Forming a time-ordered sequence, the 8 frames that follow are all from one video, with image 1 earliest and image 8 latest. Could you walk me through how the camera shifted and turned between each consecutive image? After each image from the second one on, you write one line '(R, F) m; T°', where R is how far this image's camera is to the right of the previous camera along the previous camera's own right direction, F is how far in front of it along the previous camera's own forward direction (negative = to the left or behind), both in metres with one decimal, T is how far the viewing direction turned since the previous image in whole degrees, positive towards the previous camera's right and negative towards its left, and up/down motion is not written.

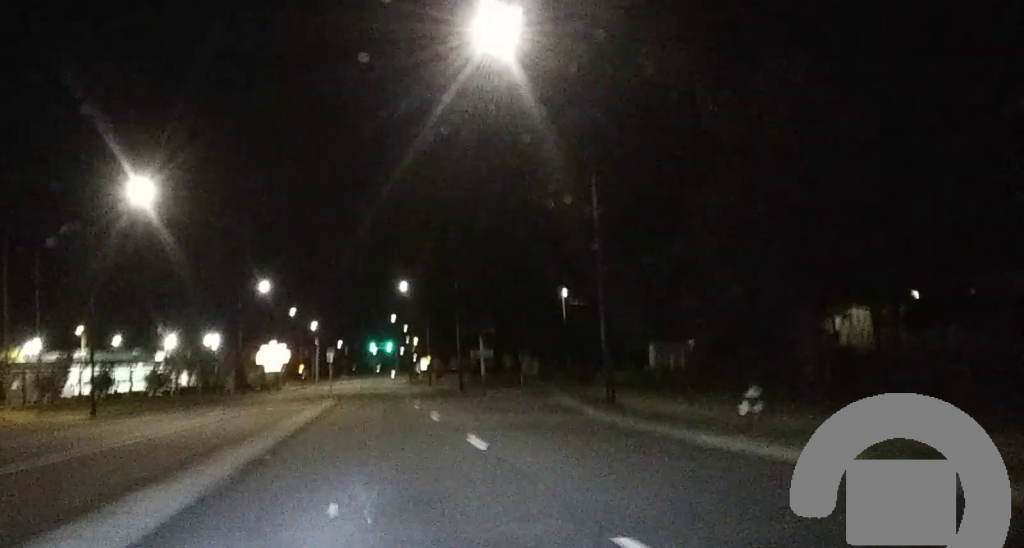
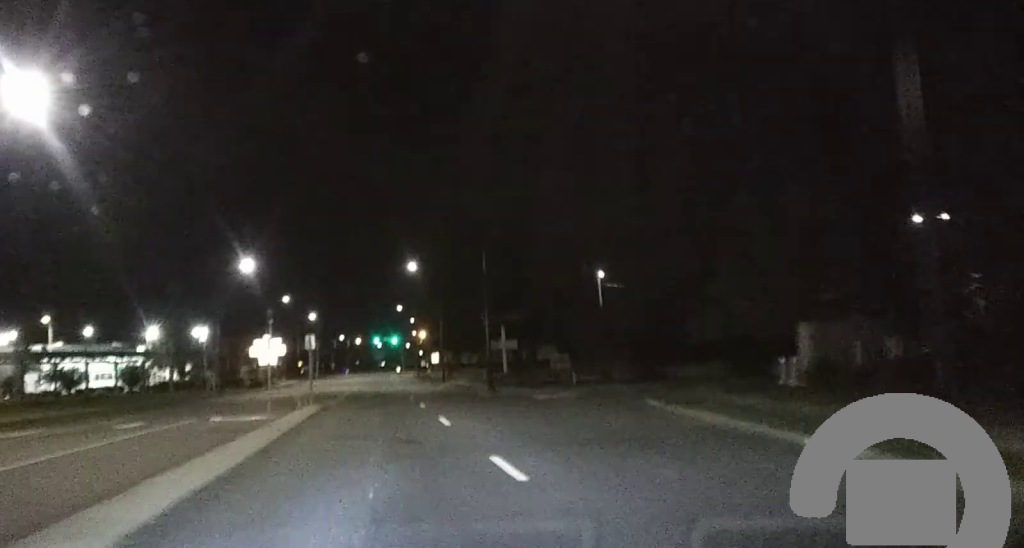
(0.0, +17.7) m; 0°
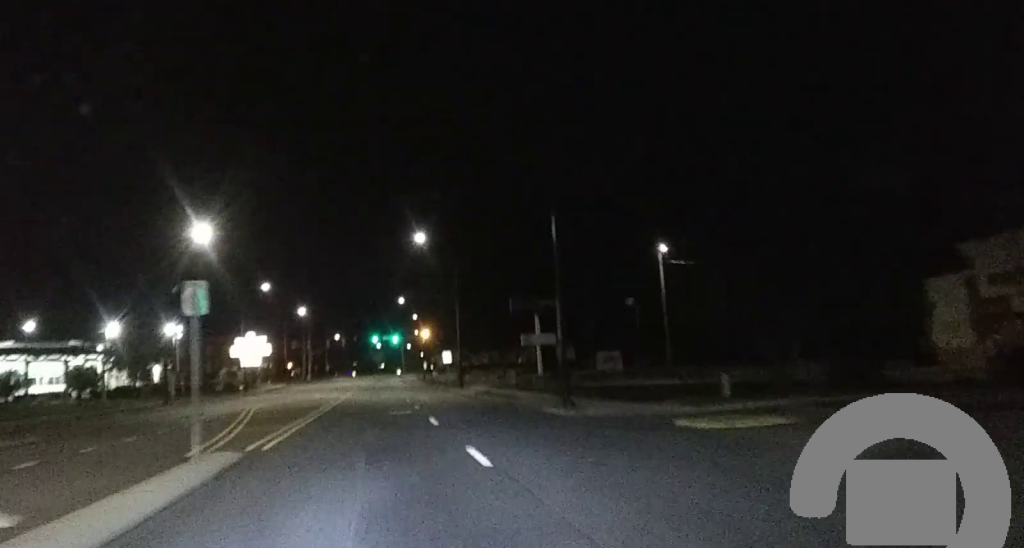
(-0.2, +27.1) m; -1°
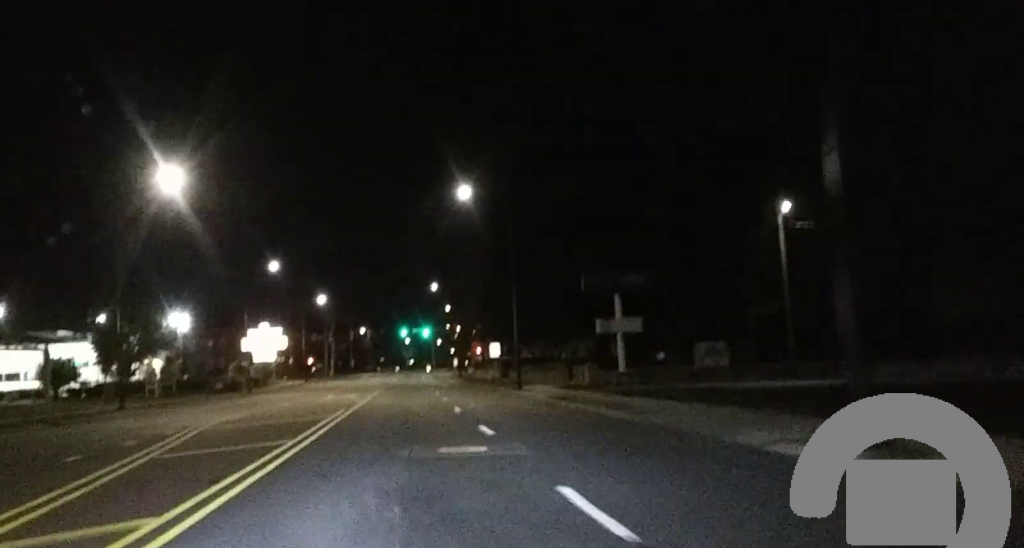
(0.0, +16.1) m; 0°
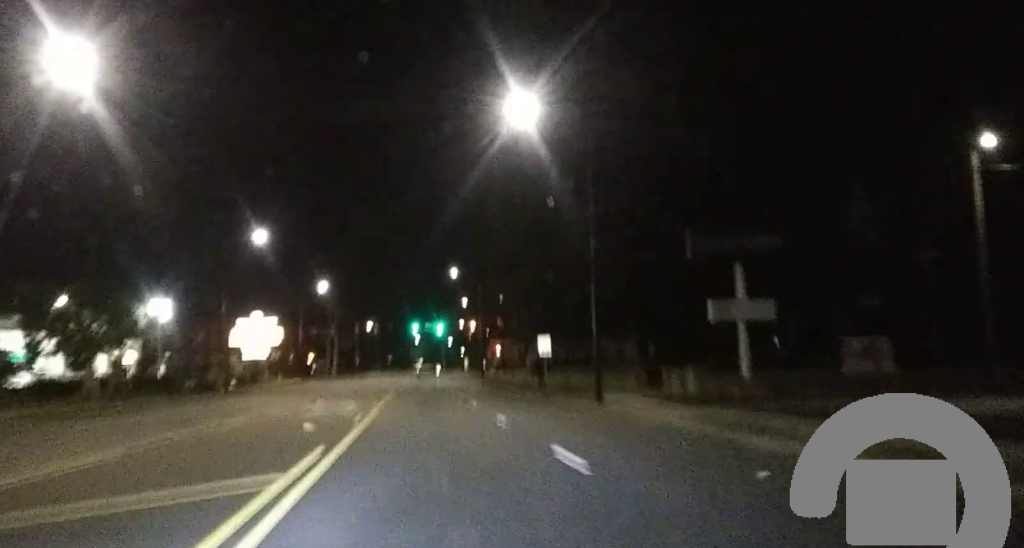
(0.0, +19.1) m; 0°
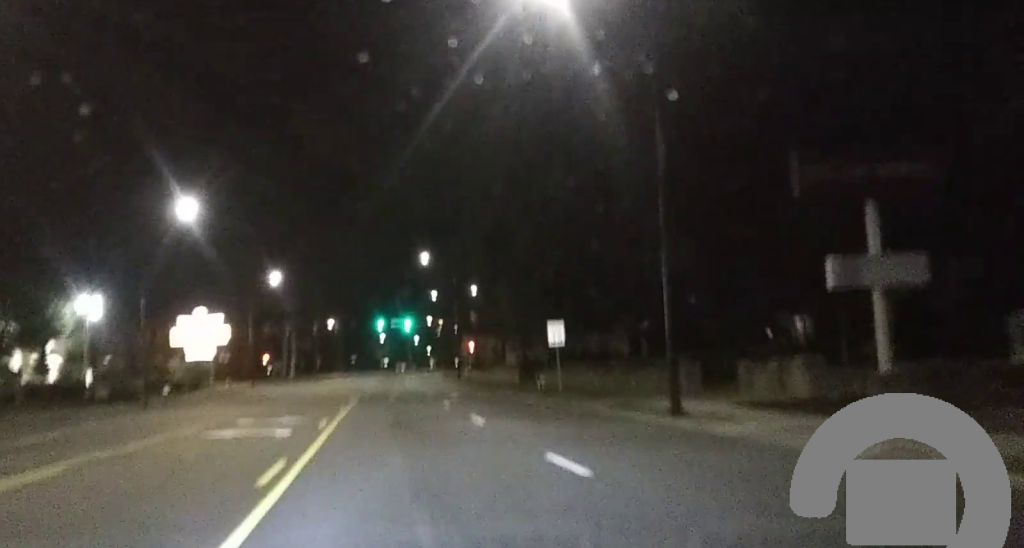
(+0.1, +13.9) m; 0°
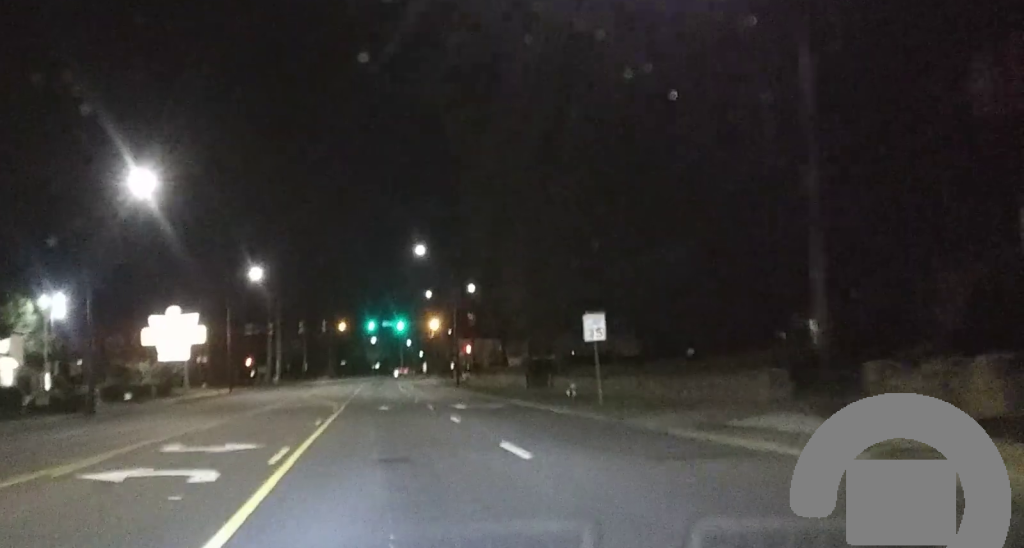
(0.0, +8.8) m; 0°
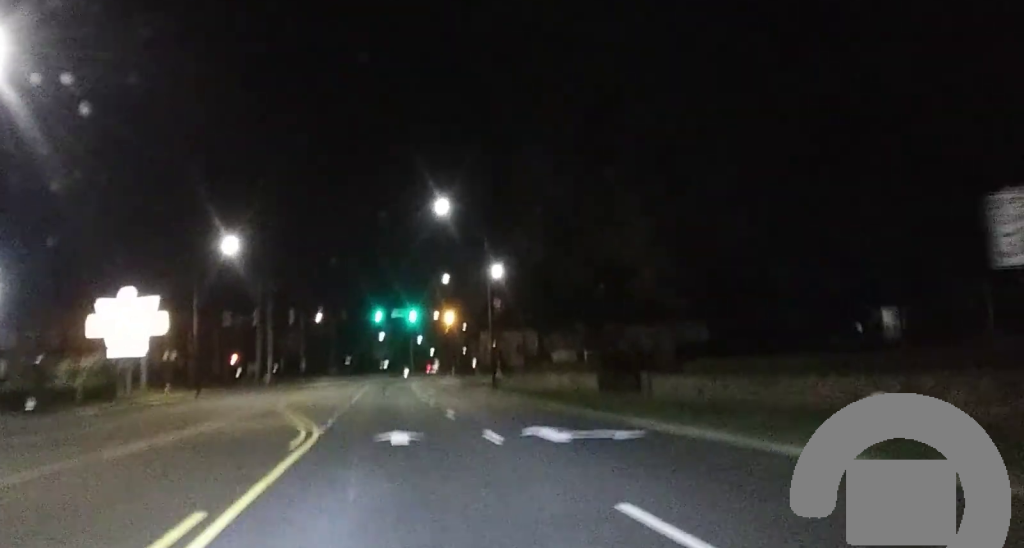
(0.0, +20.4) m; 0°
